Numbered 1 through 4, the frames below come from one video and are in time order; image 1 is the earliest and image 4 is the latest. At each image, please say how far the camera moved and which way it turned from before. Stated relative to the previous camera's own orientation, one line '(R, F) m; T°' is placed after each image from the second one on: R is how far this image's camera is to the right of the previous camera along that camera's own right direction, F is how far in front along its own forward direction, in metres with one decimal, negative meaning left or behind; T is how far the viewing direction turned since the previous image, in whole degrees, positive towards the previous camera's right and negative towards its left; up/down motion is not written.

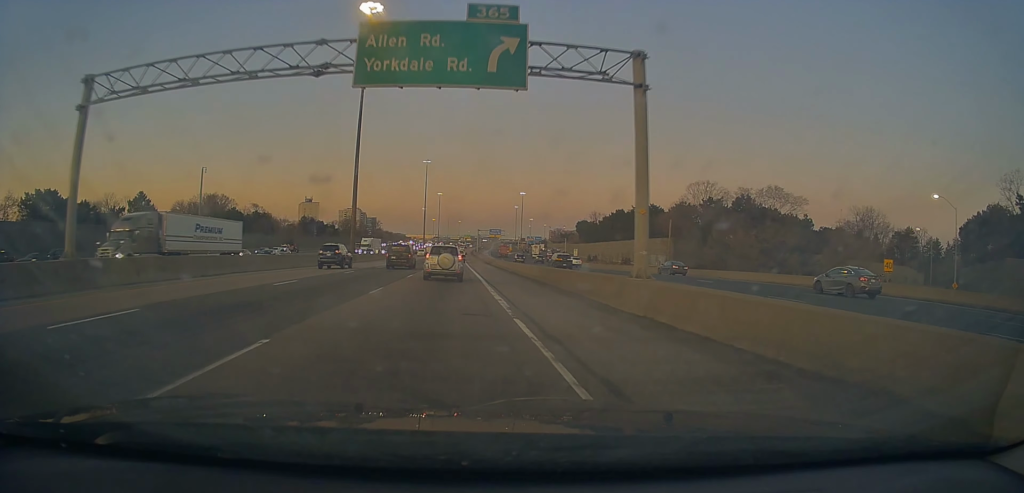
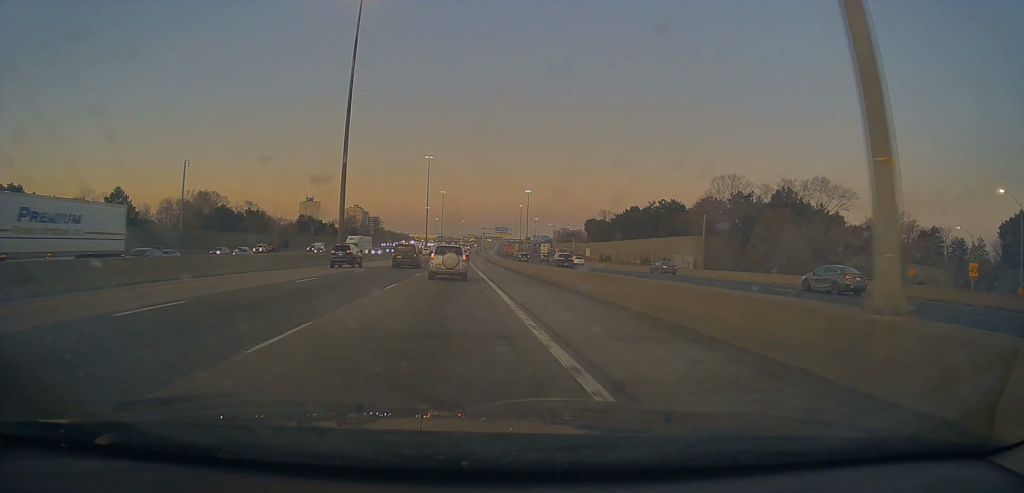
(-0.1, +10.0) m; 0°
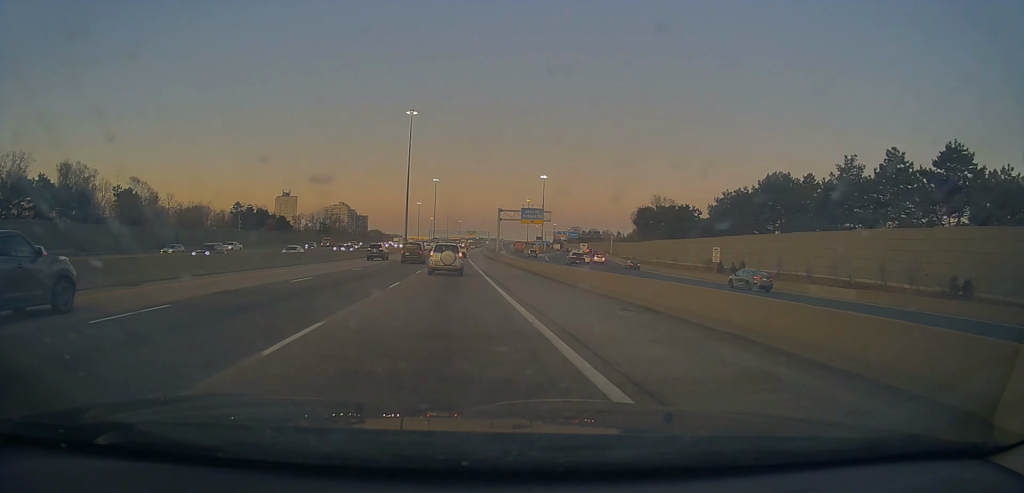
(-0.9, +72.1) m; -1°
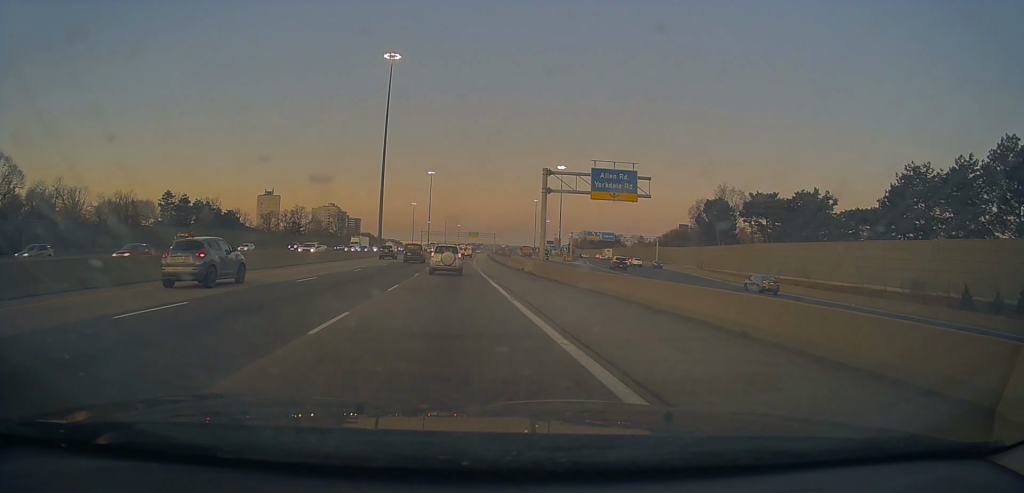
(+0.5, +47.1) m; +2°
